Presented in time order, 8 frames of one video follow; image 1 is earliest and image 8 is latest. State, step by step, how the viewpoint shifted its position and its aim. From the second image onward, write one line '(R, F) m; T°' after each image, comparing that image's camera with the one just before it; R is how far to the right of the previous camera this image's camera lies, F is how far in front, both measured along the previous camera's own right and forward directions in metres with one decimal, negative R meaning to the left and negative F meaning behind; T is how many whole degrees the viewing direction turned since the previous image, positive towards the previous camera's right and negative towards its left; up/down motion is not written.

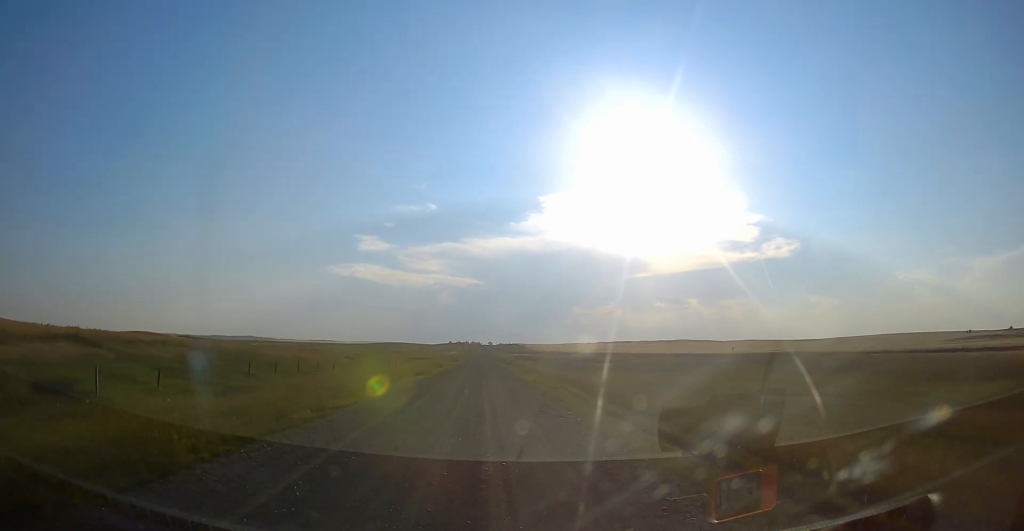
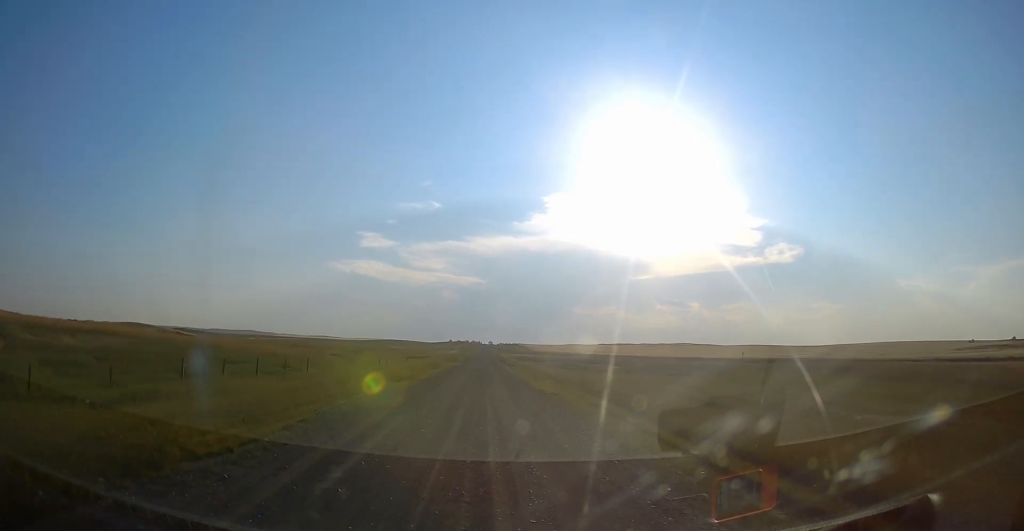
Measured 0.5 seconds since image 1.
(0.0, +8.3) m; 0°
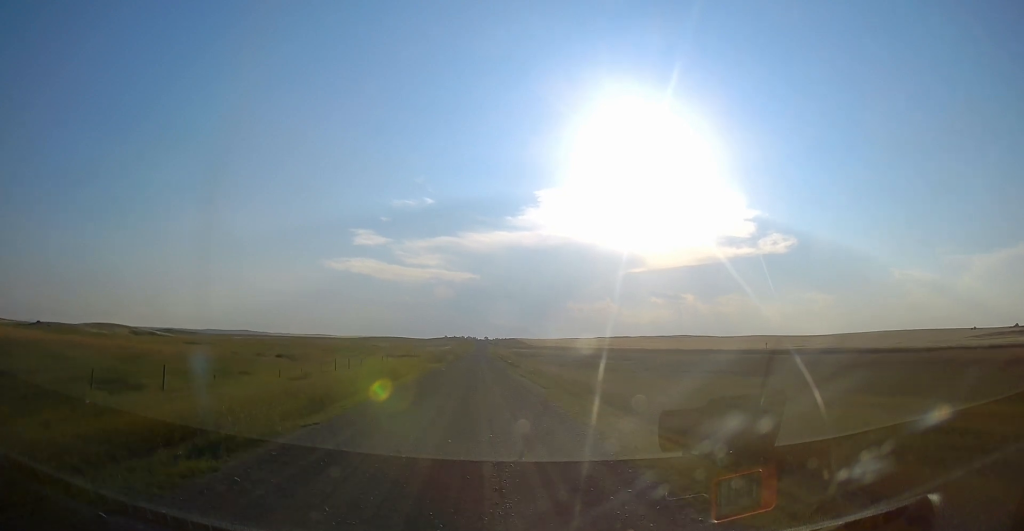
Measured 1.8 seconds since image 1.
(0.0, +21.1) m; 0°
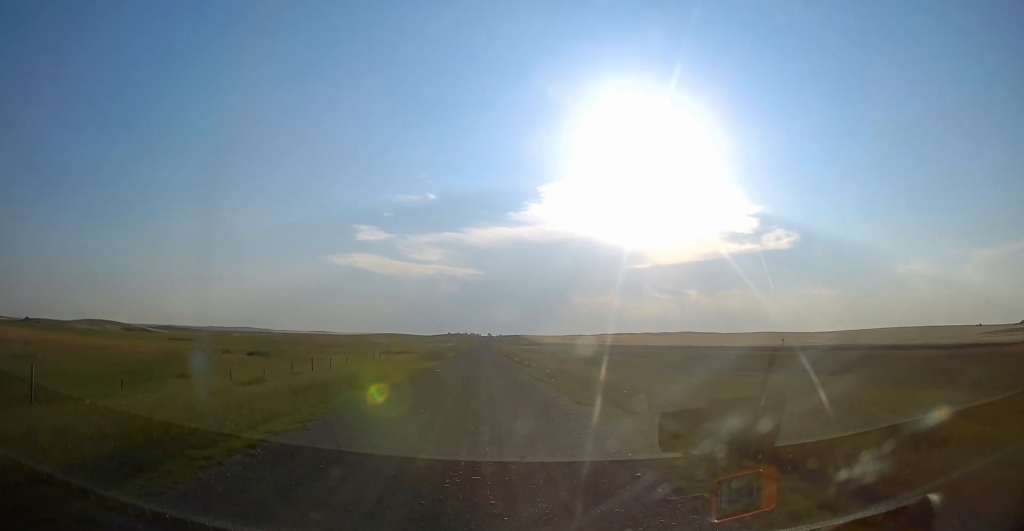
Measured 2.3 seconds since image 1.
(0.0, +8.8) m; 0°
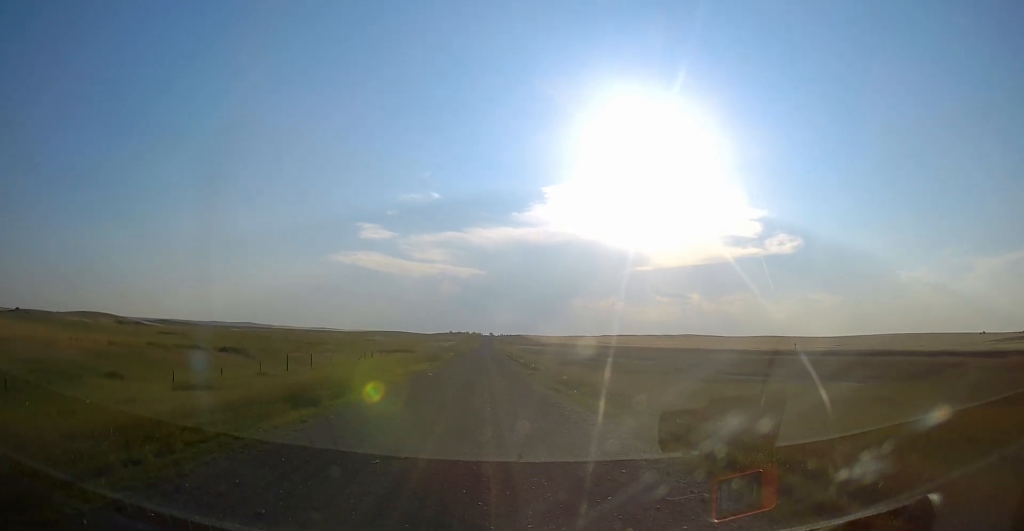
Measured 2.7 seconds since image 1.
(0.0, +6.6) m; 0°
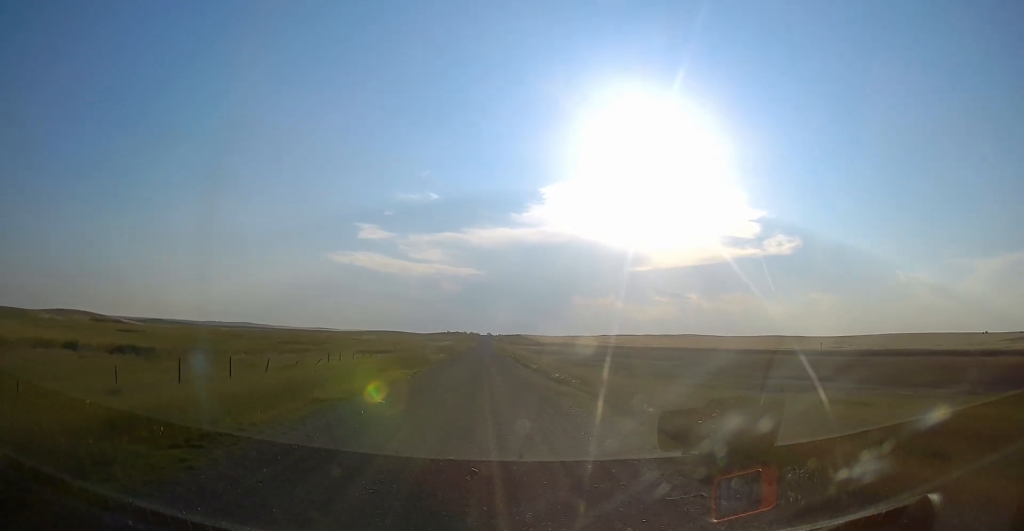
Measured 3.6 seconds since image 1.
(0.0, +15.3) m; 0°
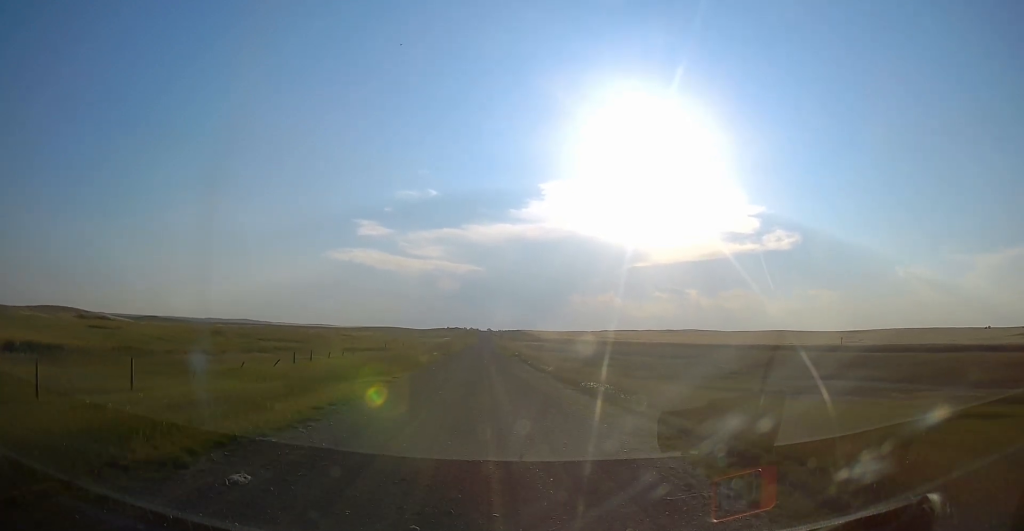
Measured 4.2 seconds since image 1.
(0.0, +9.8) m; 0°
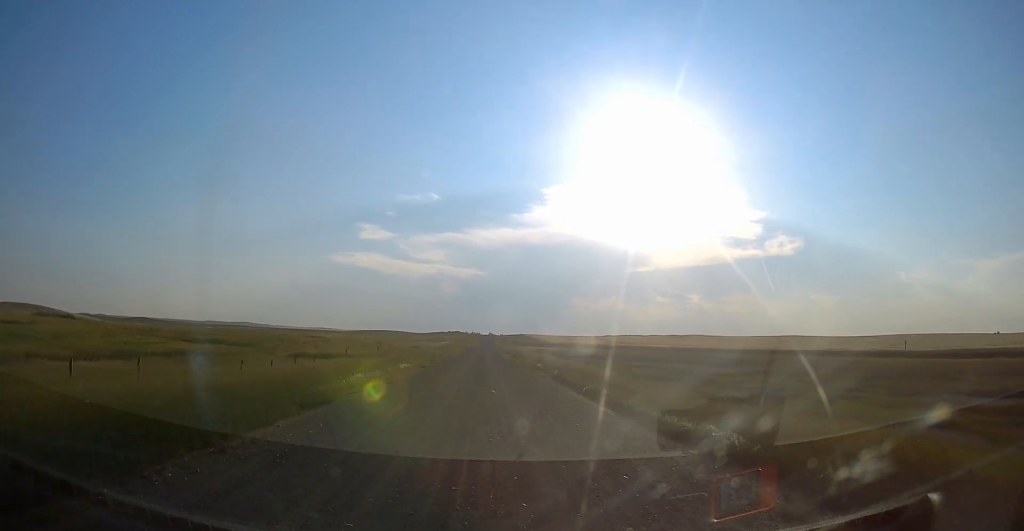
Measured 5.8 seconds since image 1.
(0.0, +24.8) m; 0°
